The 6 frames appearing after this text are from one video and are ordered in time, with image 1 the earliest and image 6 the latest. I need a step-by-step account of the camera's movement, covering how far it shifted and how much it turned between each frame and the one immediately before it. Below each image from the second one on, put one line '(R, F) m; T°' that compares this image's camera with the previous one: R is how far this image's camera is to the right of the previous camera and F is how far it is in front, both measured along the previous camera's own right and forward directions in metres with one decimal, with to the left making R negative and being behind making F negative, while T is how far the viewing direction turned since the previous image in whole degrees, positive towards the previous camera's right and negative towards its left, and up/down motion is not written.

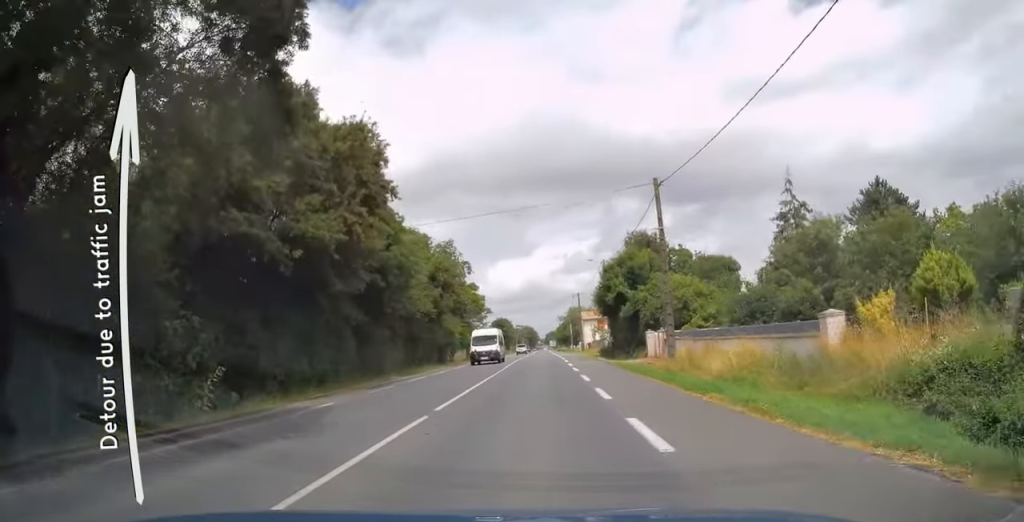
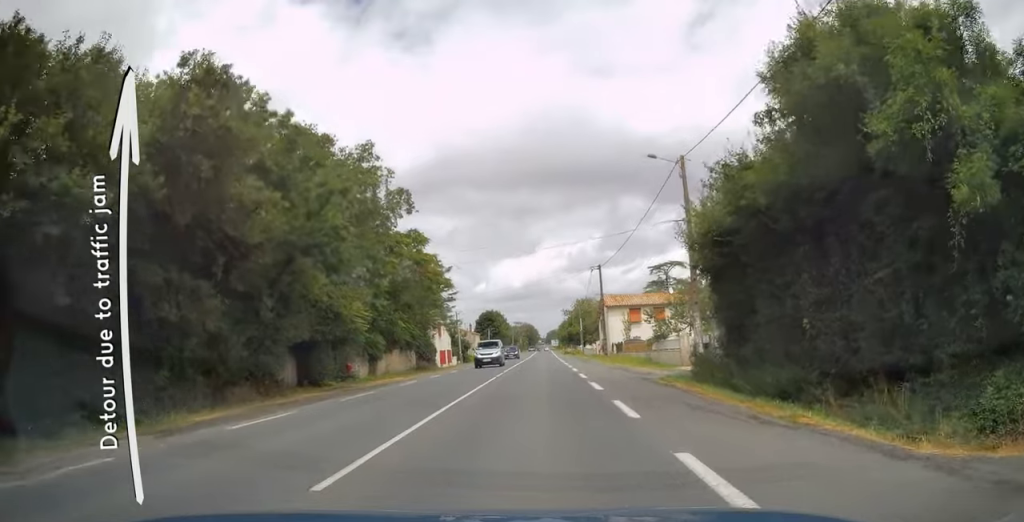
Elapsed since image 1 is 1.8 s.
(0.0, +34.9) m; 0°
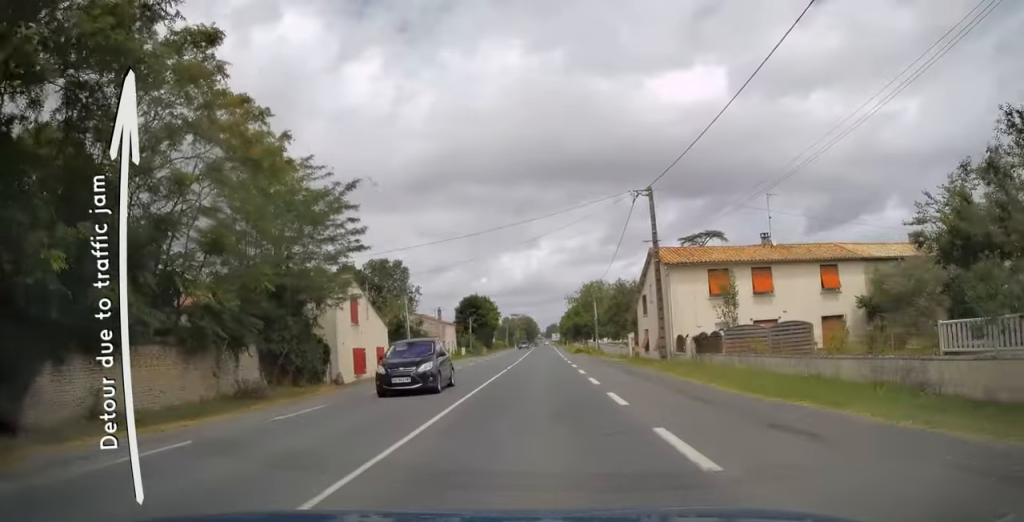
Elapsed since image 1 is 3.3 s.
(0.0, +29.8) m; 0°
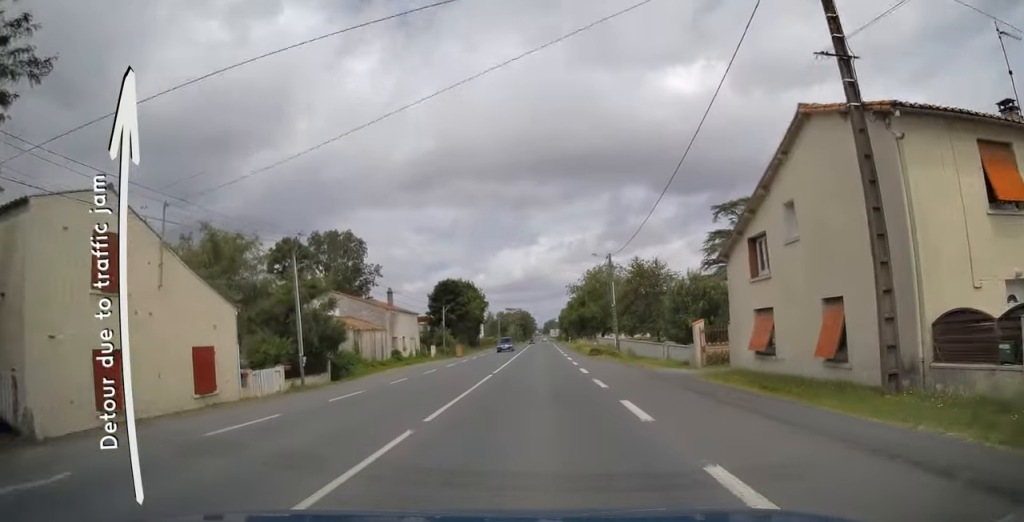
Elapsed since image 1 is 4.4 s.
(+0.1, +21.8) m; 0°
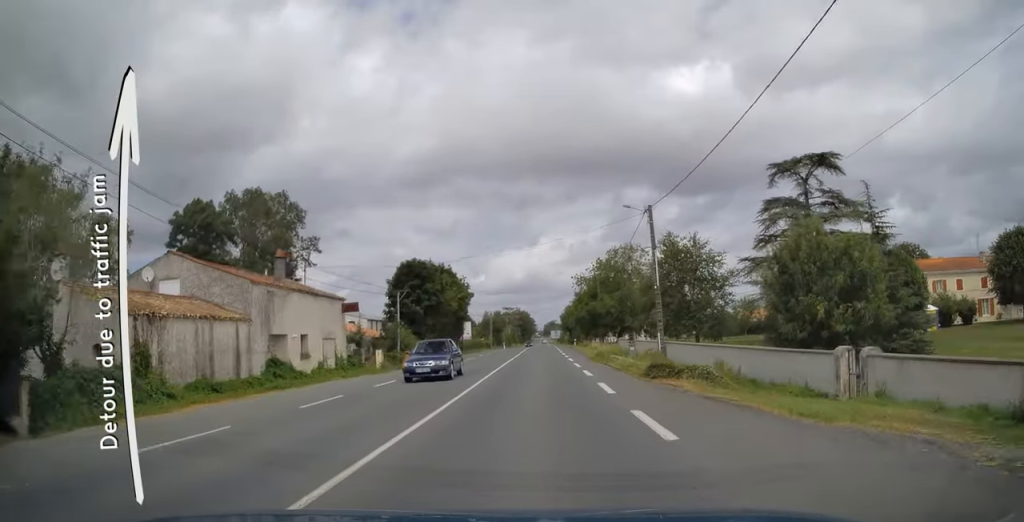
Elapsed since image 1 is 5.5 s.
(0.0, +21.0) m; 0°
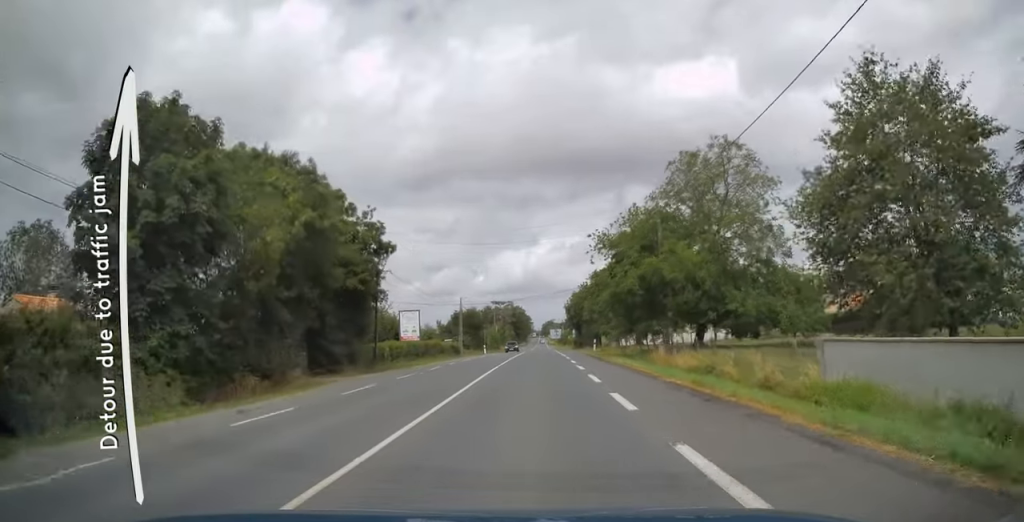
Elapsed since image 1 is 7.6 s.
(+0.3, +41.2) m; +1°
